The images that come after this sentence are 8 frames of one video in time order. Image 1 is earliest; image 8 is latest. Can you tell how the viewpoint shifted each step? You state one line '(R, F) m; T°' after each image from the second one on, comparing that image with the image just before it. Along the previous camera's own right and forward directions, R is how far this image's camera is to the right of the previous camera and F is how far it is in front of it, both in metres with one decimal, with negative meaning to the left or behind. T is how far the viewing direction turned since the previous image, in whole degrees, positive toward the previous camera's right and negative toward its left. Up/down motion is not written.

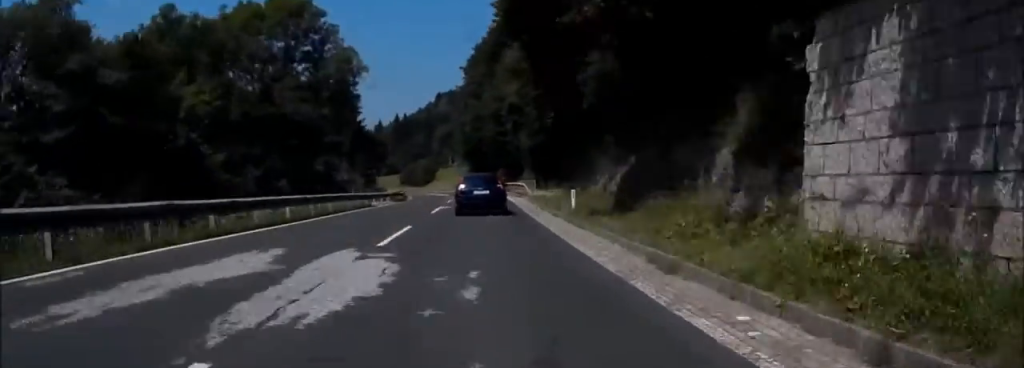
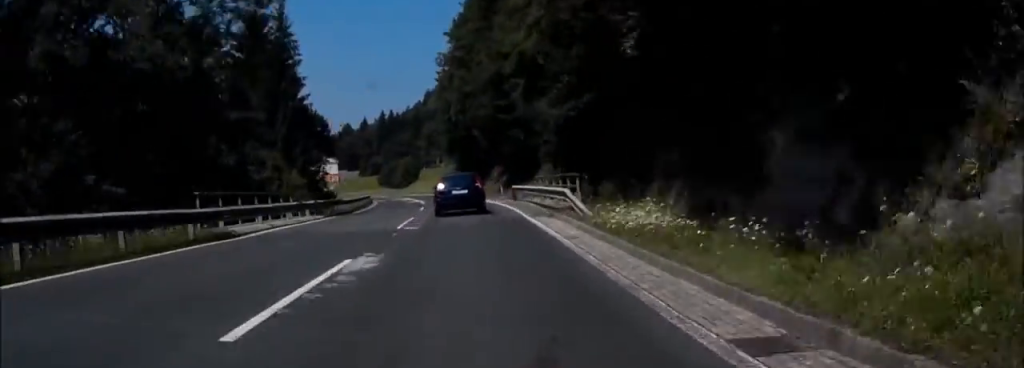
(+0.5, +22.6) m; 0°
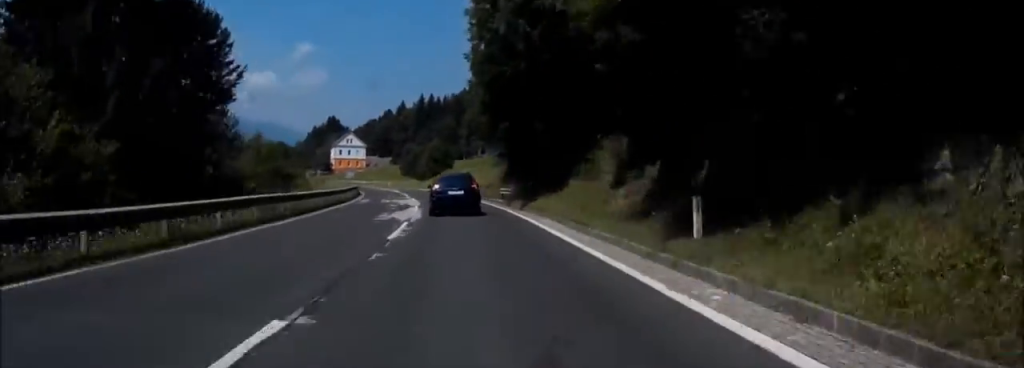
(-0.5, +33.7) m; -2°
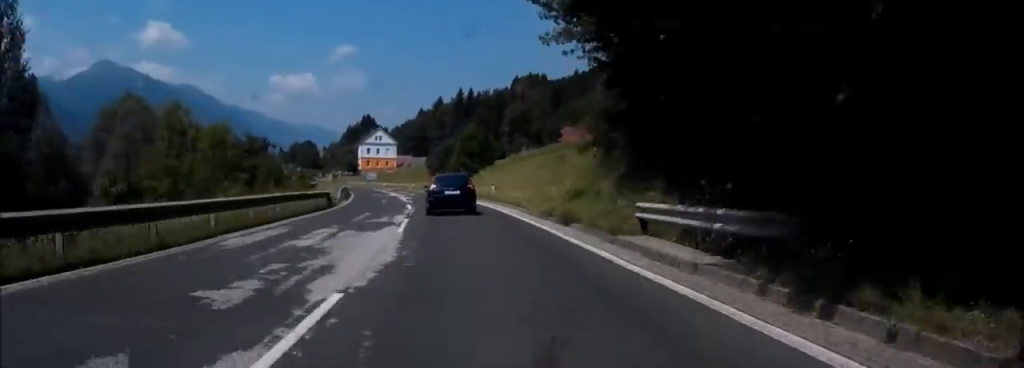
(-0.5, +27.7) m; -3°
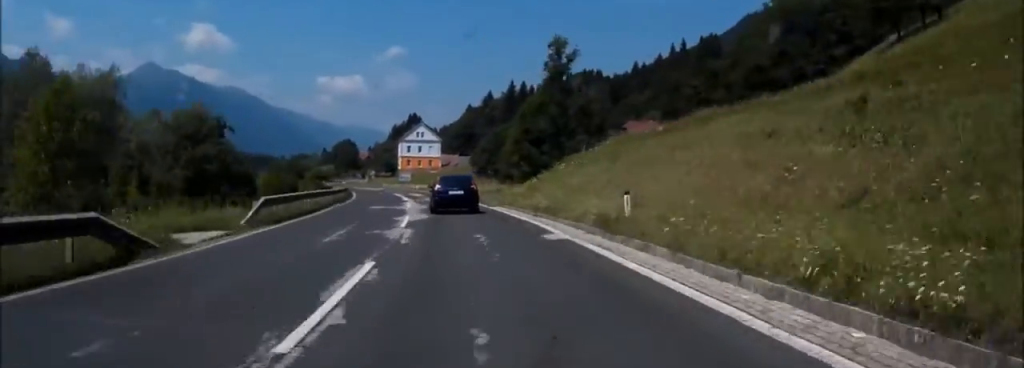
(-0.4, +26.8) m; -3°
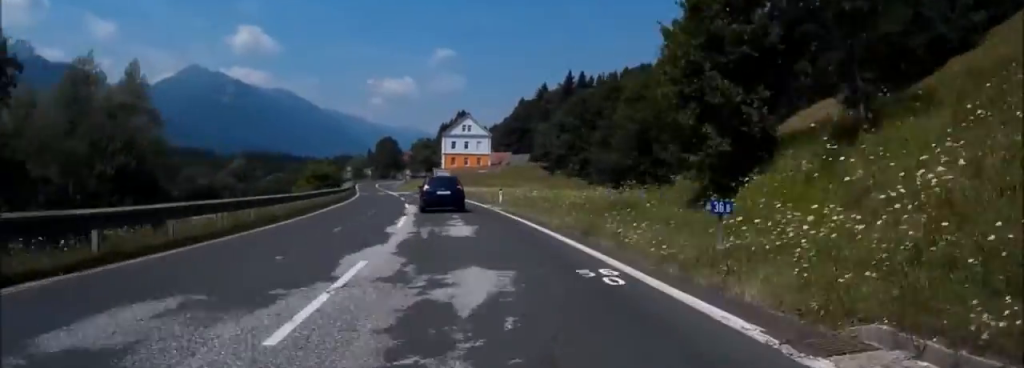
(-0.9, +30.0) m; -5°
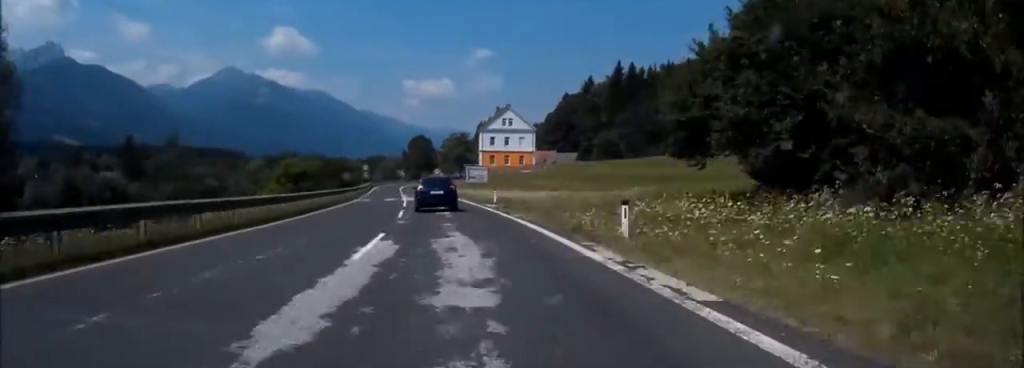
(-1.3, +24.1) m; -3°
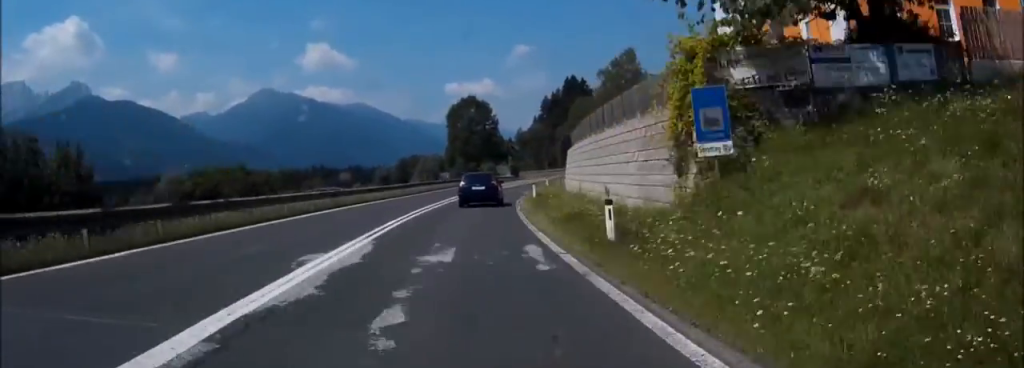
(-8.5, +133.9) m; -2°
